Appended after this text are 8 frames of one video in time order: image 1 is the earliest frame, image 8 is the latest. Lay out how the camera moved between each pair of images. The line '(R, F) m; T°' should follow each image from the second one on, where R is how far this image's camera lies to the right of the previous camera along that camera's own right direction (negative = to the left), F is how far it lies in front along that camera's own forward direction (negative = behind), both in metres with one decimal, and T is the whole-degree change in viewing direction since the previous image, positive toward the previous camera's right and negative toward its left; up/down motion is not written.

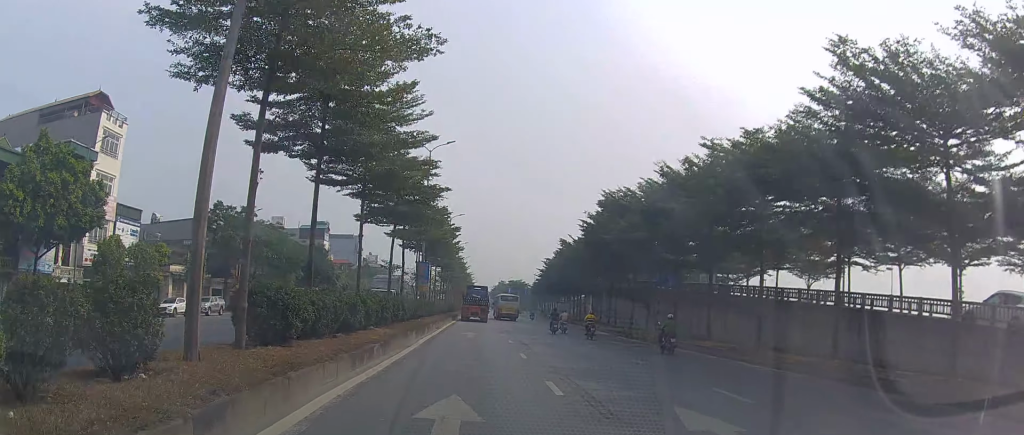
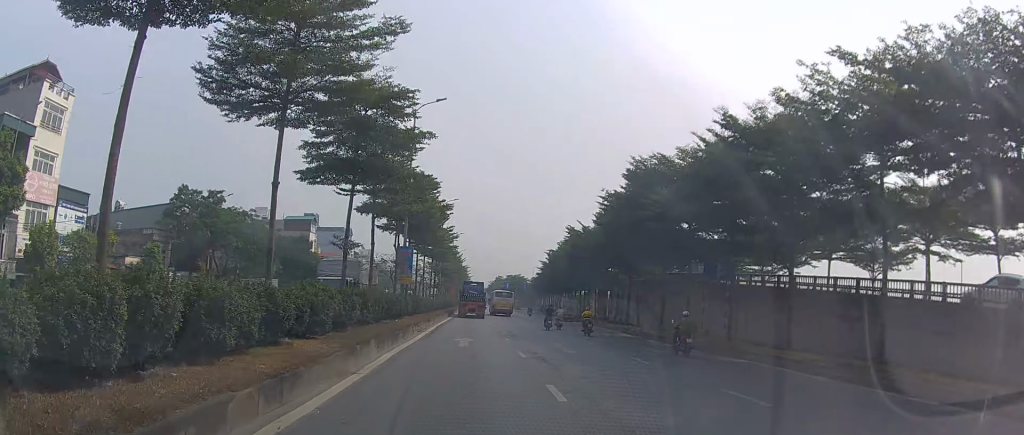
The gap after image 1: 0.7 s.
(+0.2, +8.5) m; -1°
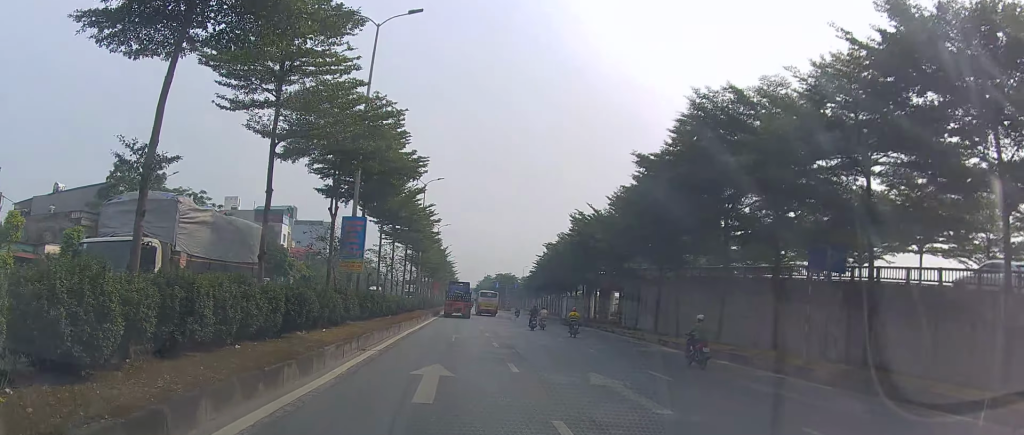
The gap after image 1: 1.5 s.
(-0.9, +11.9) m; 0°
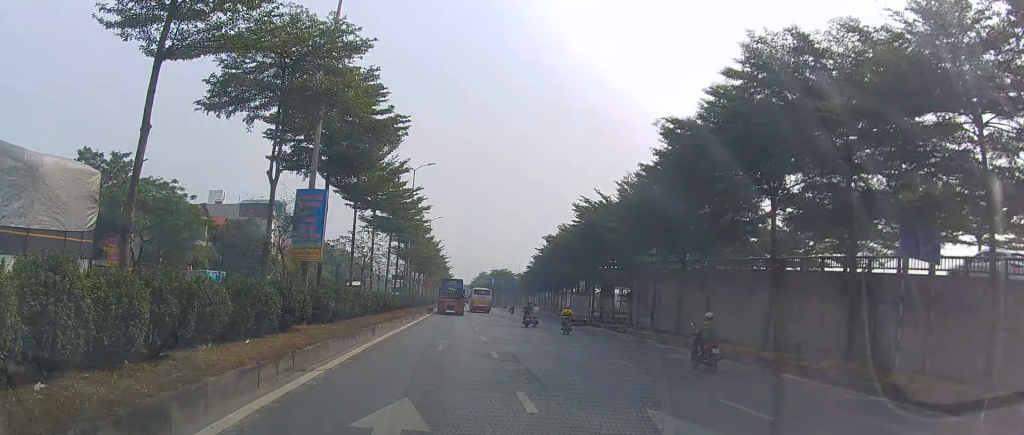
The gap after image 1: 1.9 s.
(+0.5, +6.0) m; 0°
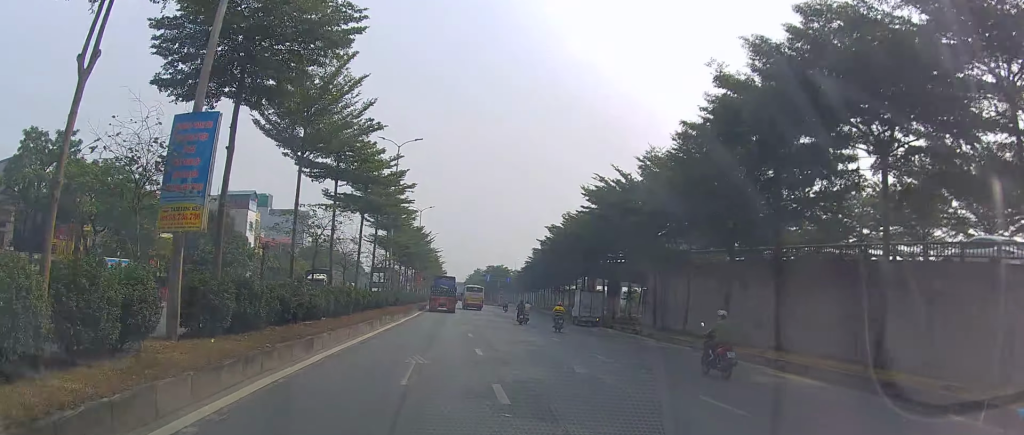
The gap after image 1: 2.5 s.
(+0.6, +8.5) m; +1°
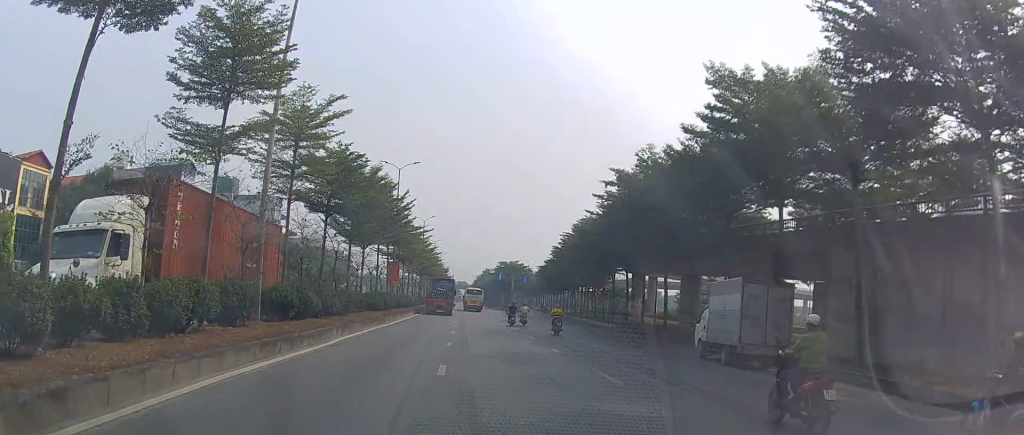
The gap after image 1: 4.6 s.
(-0.8, +28.7) m; 0°
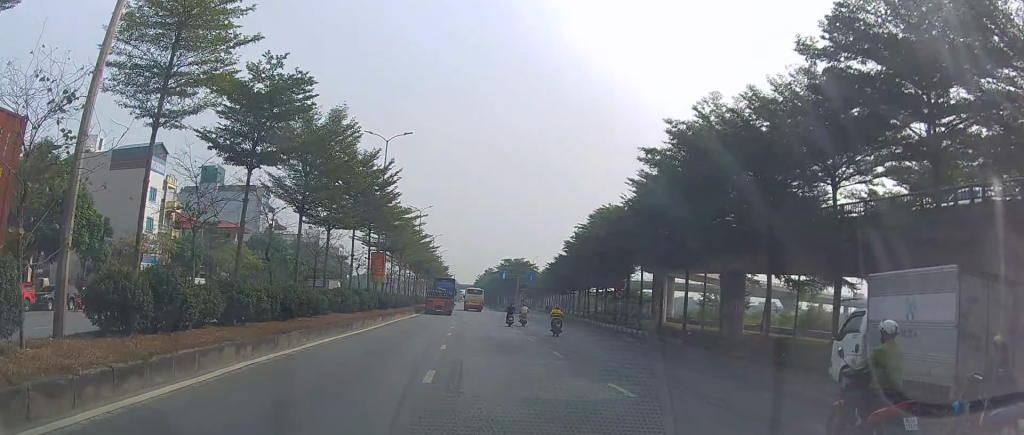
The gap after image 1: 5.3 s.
(0.0, +10.2) m; 0°
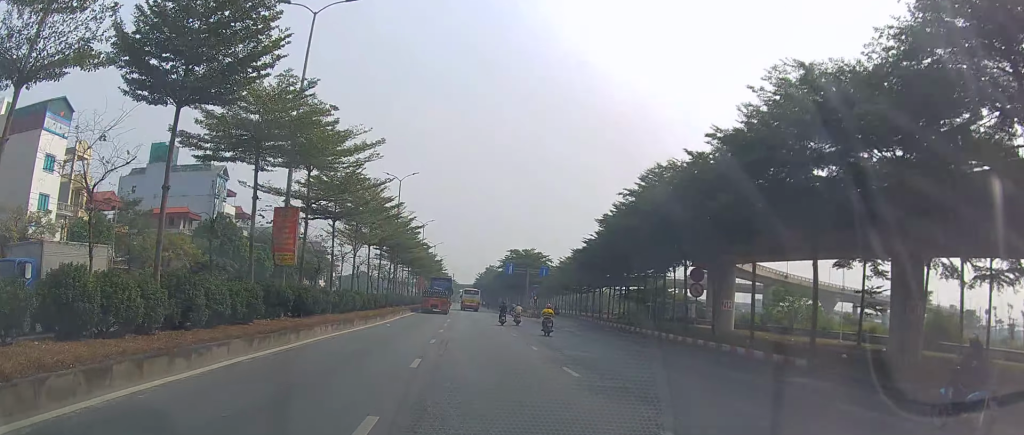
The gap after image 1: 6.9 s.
(+0.2, +22.7) m; +1°
